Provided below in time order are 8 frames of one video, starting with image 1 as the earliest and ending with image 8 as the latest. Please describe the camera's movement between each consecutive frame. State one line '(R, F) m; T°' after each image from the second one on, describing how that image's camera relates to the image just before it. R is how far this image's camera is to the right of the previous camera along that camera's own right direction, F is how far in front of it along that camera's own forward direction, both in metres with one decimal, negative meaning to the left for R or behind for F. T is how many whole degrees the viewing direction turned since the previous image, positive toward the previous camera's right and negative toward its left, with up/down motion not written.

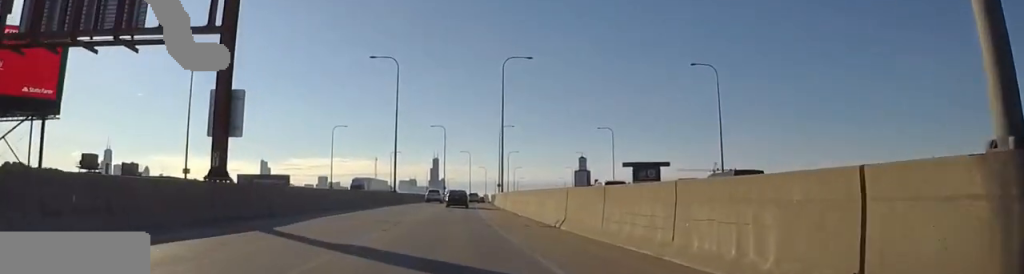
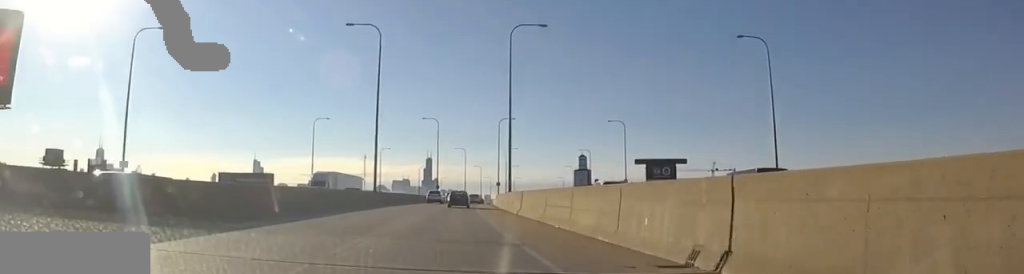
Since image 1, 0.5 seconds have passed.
(-0.3, +12.4) m; 0°
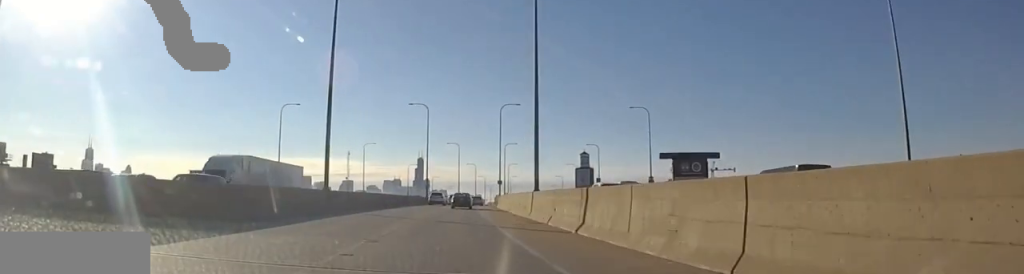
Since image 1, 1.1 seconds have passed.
(+0.6, +17.6) m; 0°
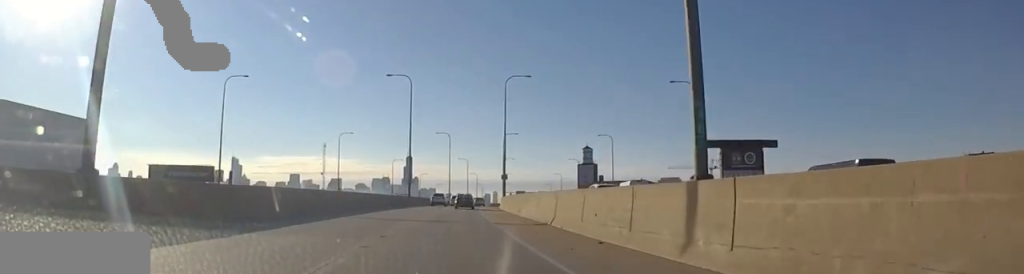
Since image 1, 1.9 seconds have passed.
(-0.2, +21.6) m; +2°
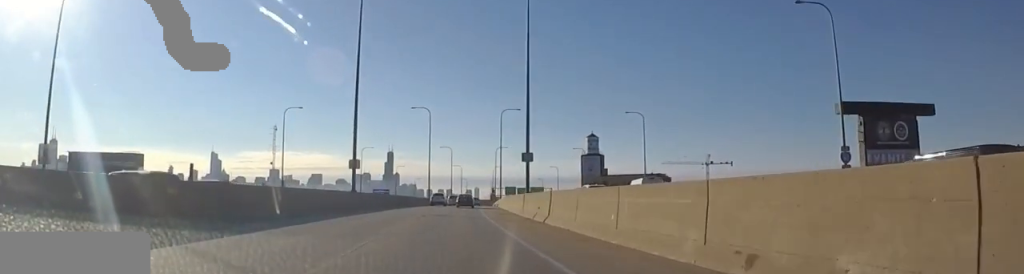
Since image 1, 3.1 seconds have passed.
(+1.3, +33.1) m; +3°
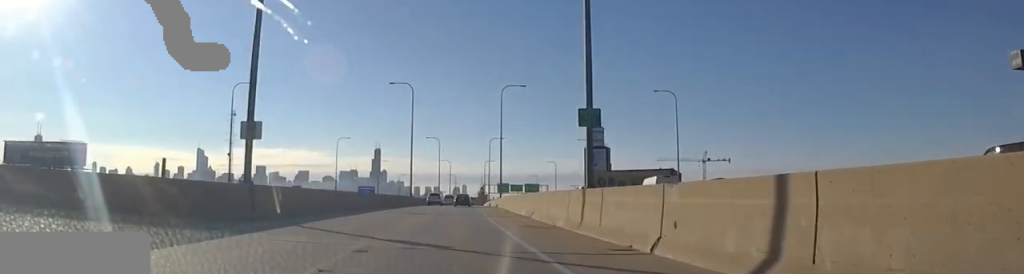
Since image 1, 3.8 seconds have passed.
(0.0, +20.7) m; 0°
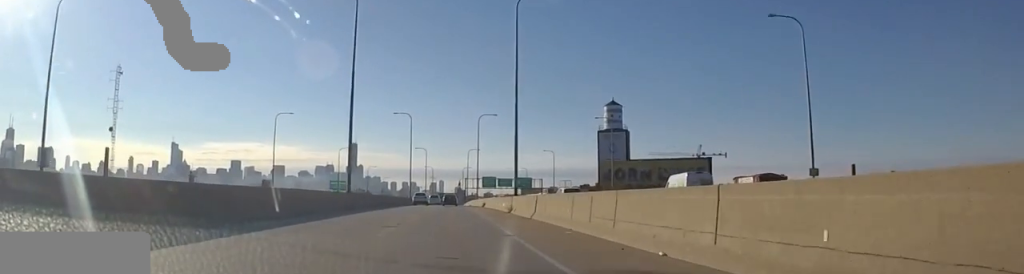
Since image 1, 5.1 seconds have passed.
(0.0, +36.9) m; +1°
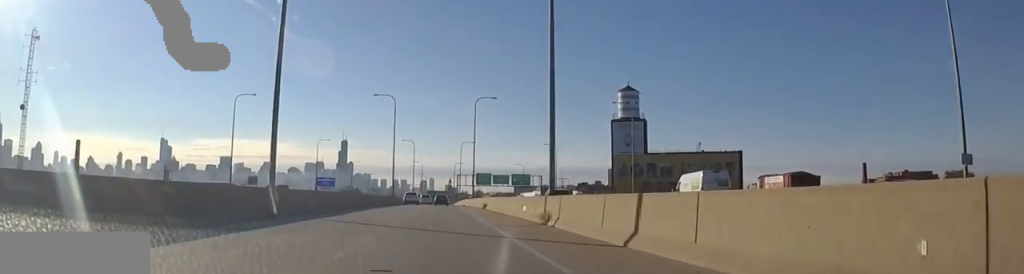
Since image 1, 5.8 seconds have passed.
(+0.1, +16.9) m; +1°
